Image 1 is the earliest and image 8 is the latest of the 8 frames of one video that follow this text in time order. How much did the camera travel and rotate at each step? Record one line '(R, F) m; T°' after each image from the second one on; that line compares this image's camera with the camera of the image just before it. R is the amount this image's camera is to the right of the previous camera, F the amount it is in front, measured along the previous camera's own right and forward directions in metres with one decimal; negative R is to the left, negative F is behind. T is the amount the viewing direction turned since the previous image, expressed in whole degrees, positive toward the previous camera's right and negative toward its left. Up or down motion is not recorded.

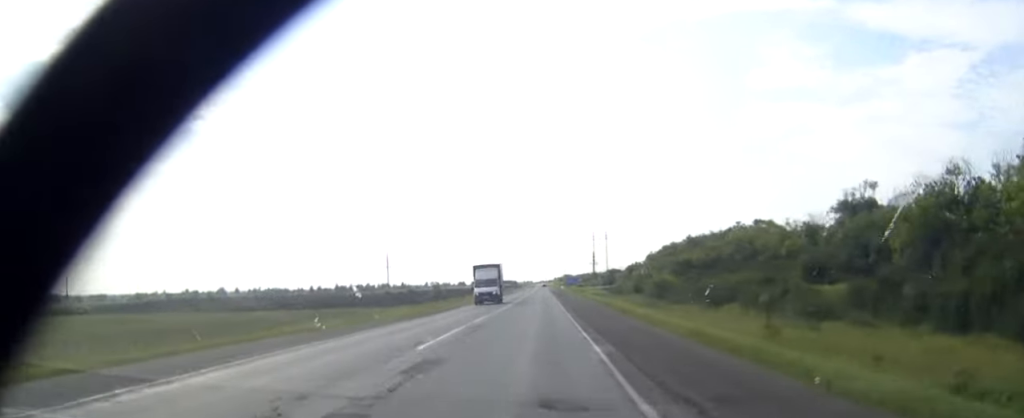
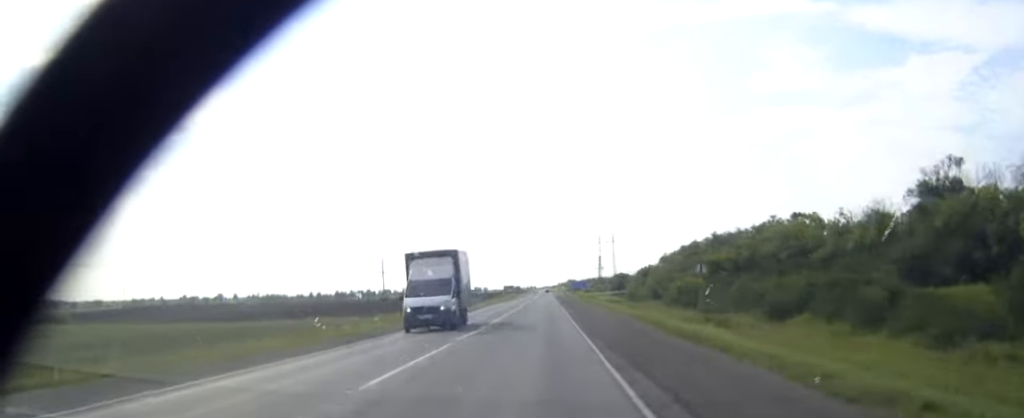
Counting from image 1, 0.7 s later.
(0.0, +16.8) m; 0°
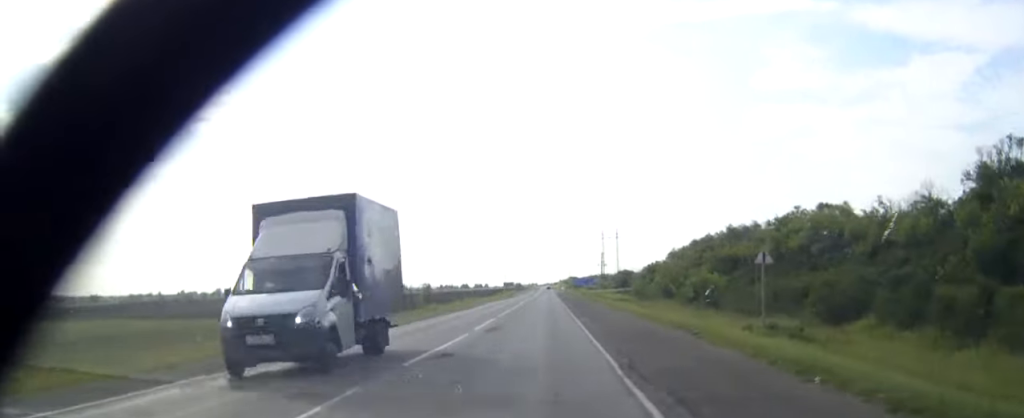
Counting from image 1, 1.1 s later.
(0.0, +9.2) m; 0°
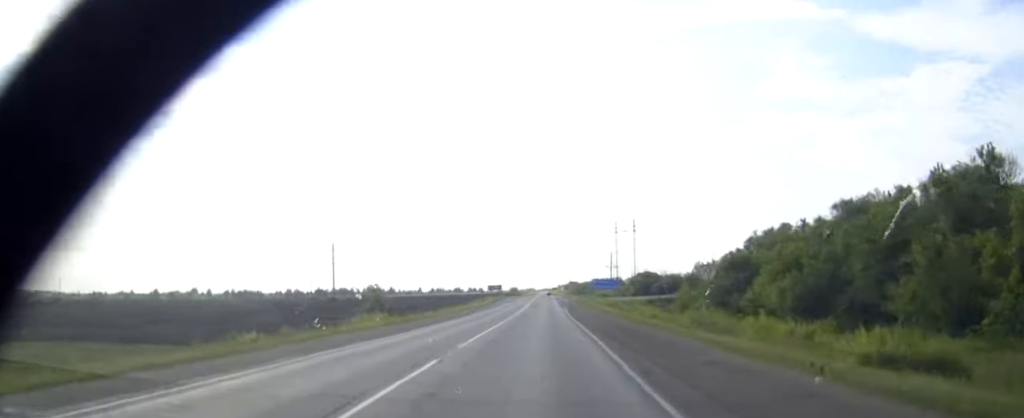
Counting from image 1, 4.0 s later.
(-0.2, +66.5) m; 0°
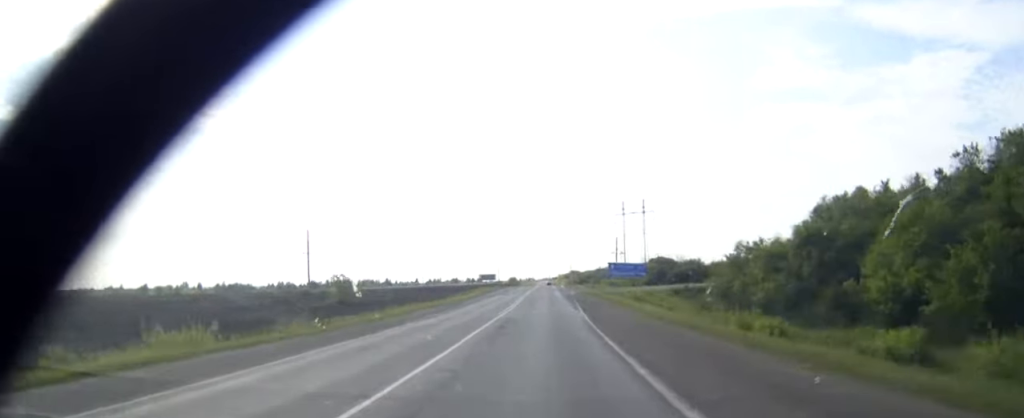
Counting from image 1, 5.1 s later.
(0.0, +26.3) m; 0°
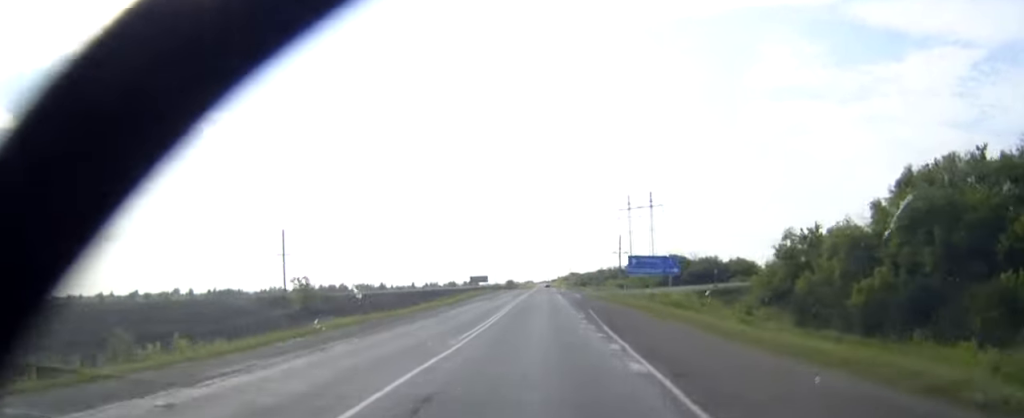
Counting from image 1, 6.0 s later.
(0.0, +20.1) m; 0°
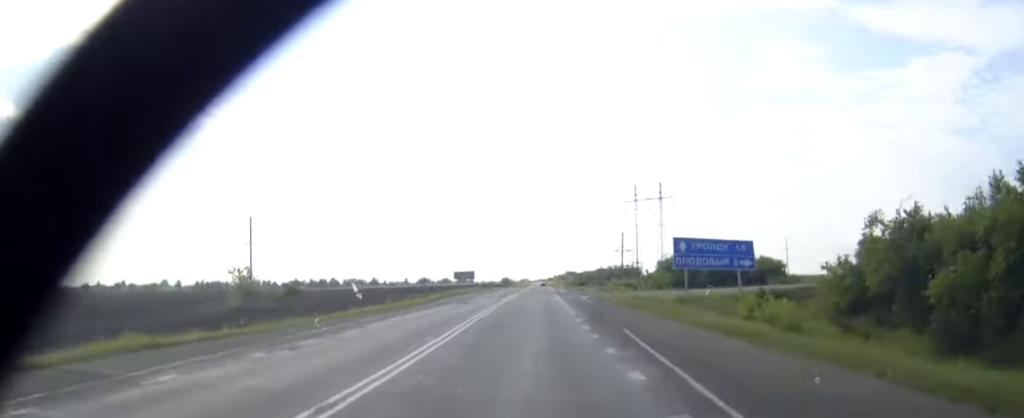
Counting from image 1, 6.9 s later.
(0.0, +21.5) m; 0°
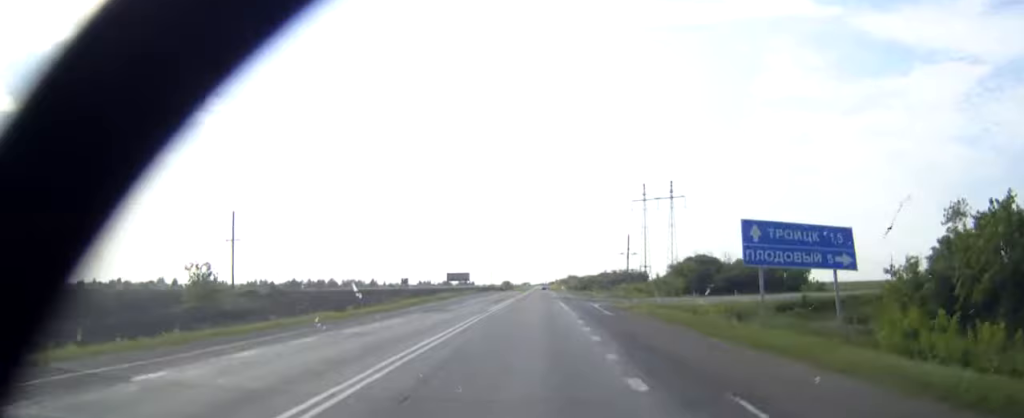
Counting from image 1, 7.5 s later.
(0.0, +12.2) m; 0°
